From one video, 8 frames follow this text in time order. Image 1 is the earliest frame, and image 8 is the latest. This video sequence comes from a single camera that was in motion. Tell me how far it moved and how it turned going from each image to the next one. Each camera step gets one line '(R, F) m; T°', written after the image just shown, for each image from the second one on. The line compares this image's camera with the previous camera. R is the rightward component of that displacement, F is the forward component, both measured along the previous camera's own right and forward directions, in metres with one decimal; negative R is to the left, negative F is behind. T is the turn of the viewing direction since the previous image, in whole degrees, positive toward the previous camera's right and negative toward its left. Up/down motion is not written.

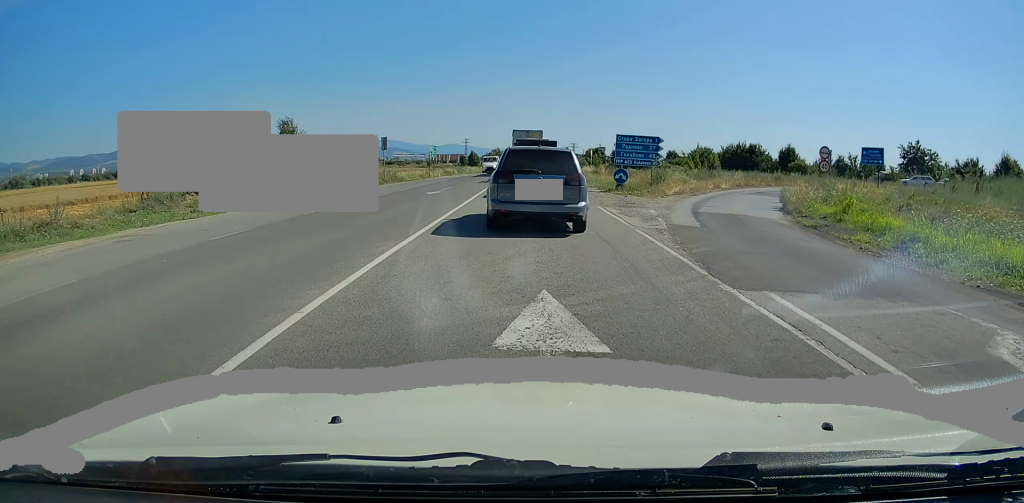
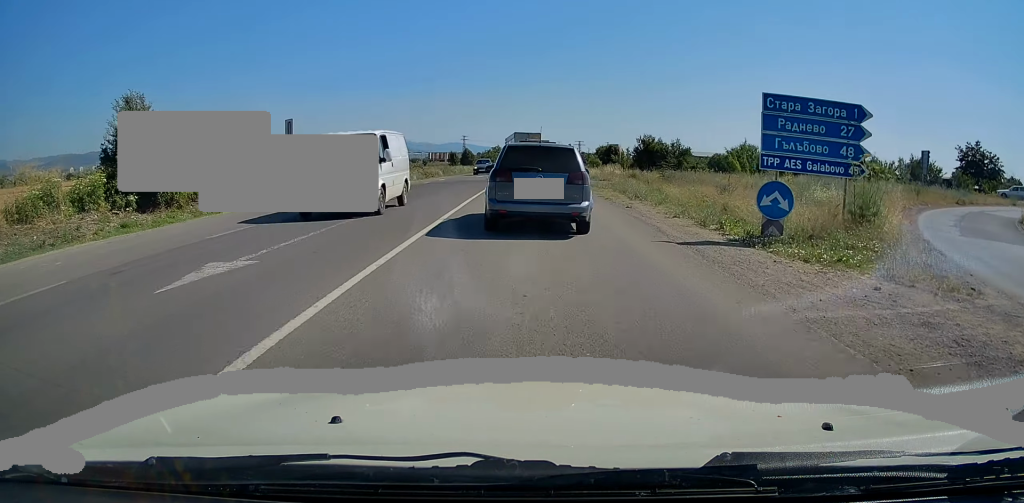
(0.0, +18.7) m; 0°
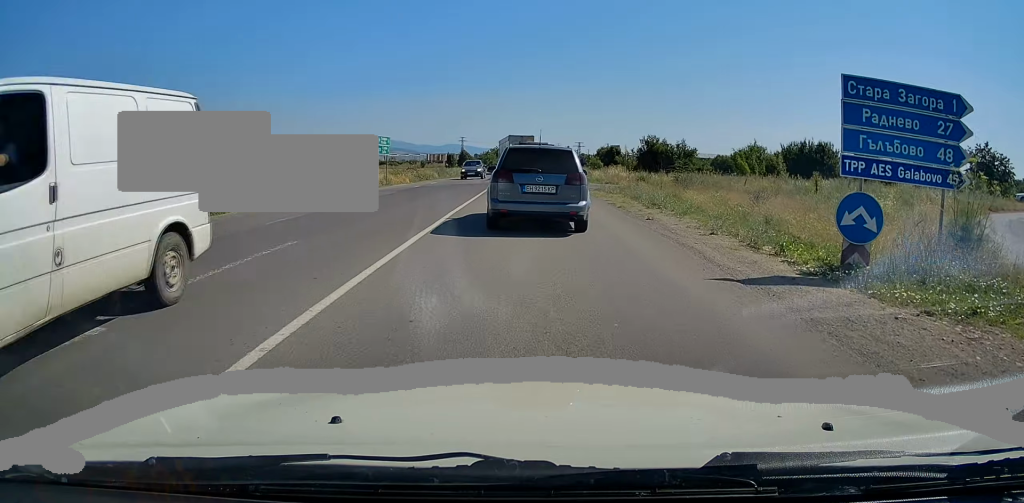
(+0.2, +3.3) m; 0°
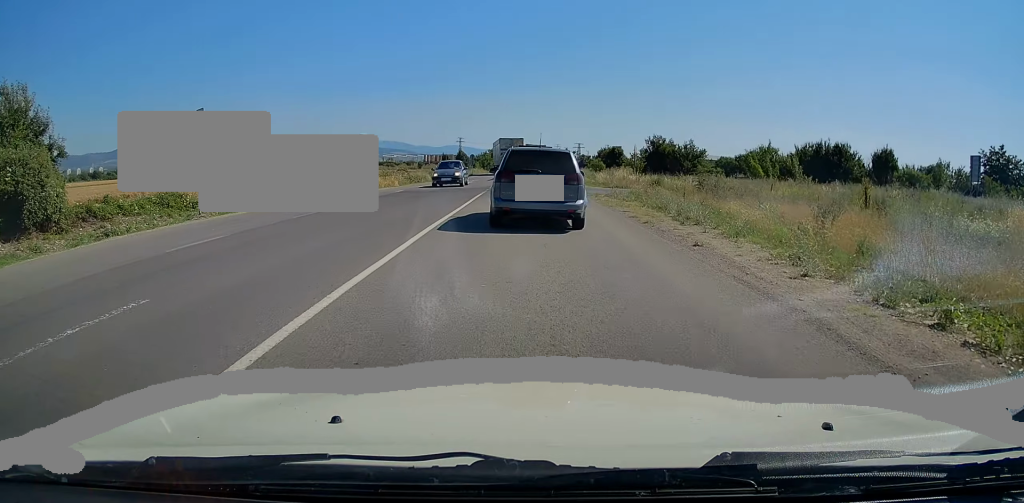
(-0.2, +4.3) m; 0°
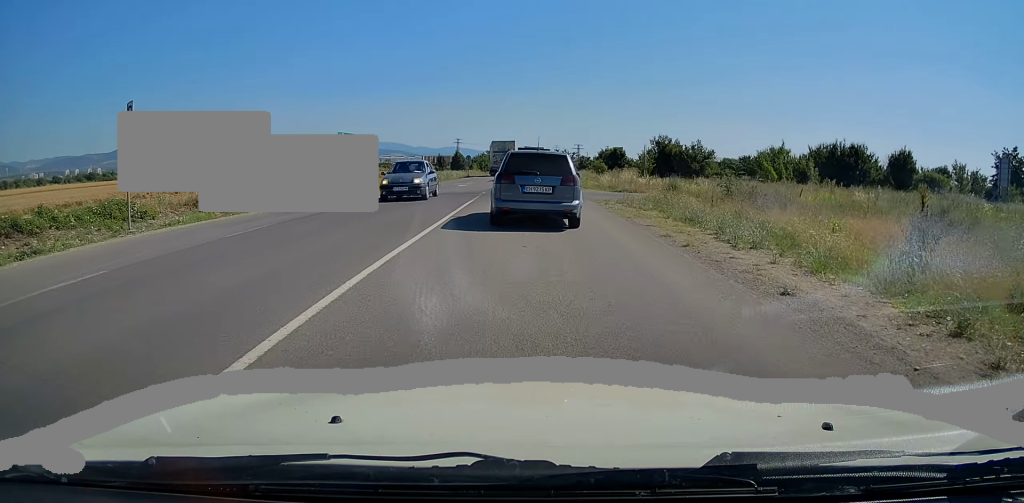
(0.0, +3.7) m; 0°
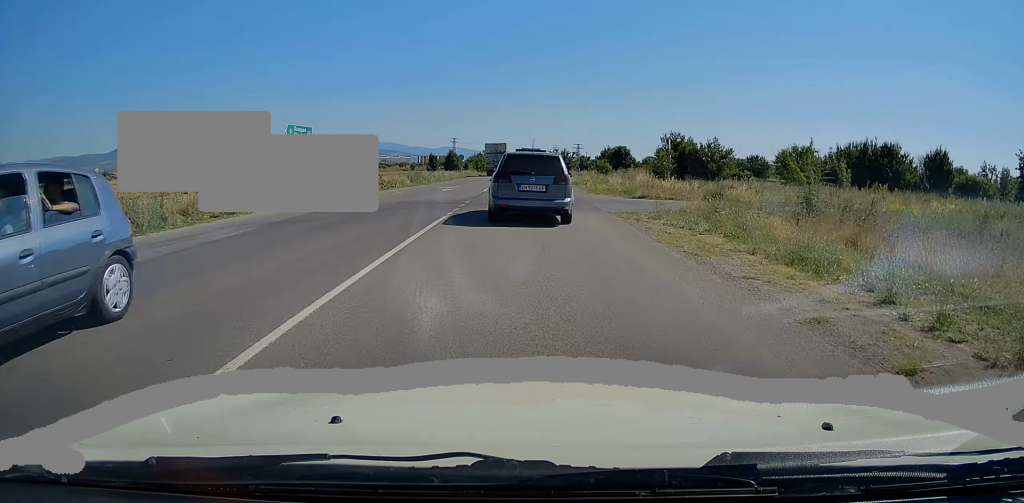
(+0.2, +6.4) m; +1°
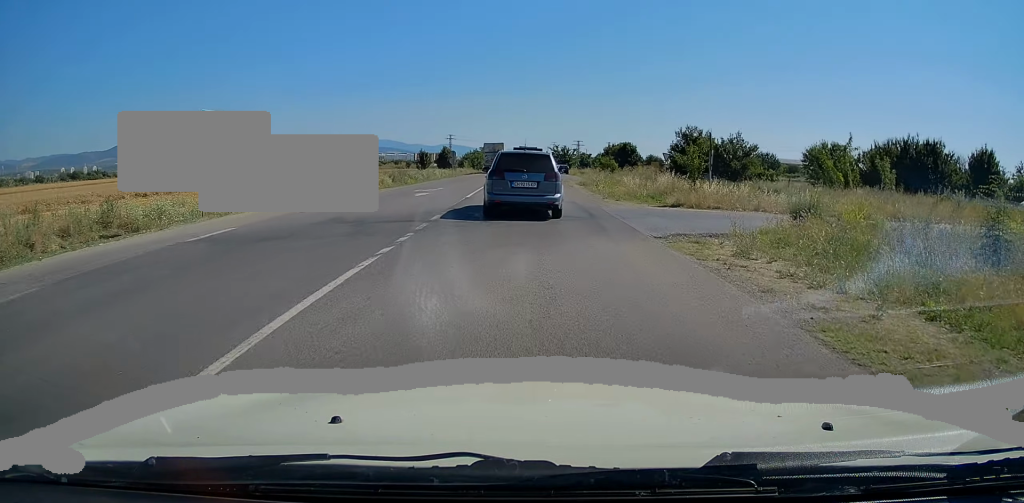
(-0.1, +6.9) m; -1°
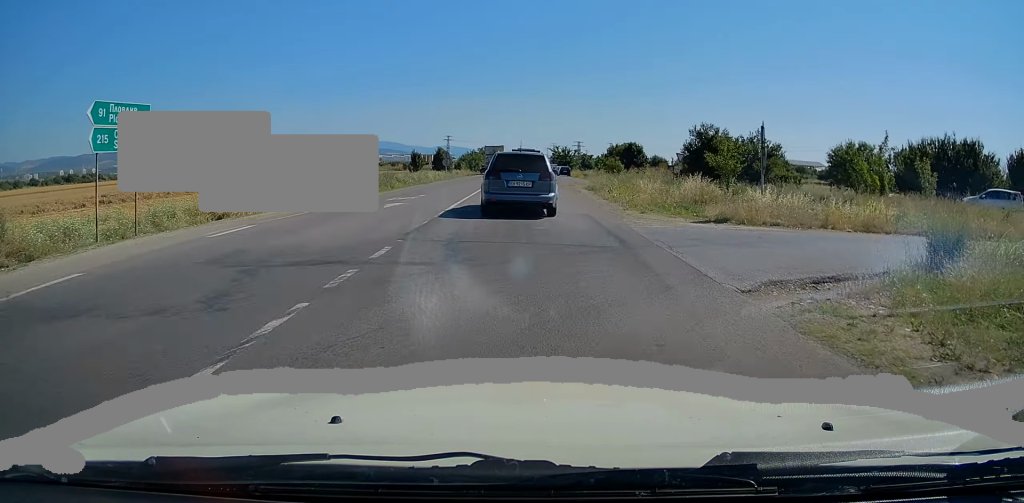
(0.0, +5.3) m; 0°
